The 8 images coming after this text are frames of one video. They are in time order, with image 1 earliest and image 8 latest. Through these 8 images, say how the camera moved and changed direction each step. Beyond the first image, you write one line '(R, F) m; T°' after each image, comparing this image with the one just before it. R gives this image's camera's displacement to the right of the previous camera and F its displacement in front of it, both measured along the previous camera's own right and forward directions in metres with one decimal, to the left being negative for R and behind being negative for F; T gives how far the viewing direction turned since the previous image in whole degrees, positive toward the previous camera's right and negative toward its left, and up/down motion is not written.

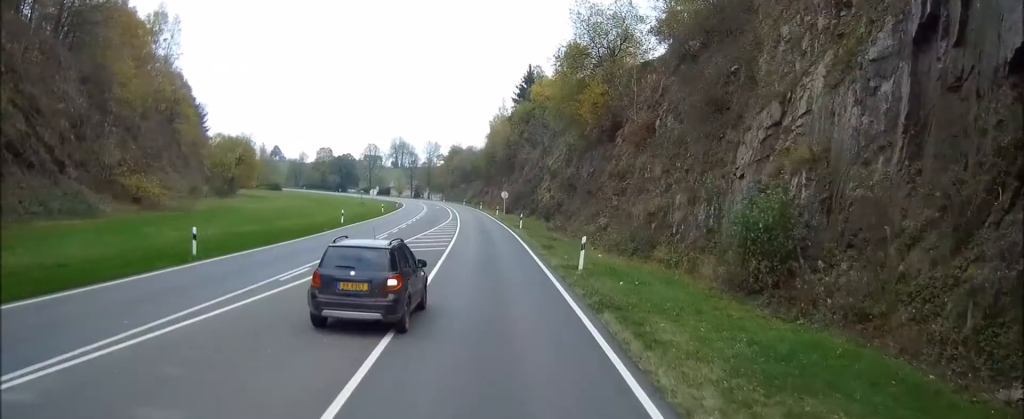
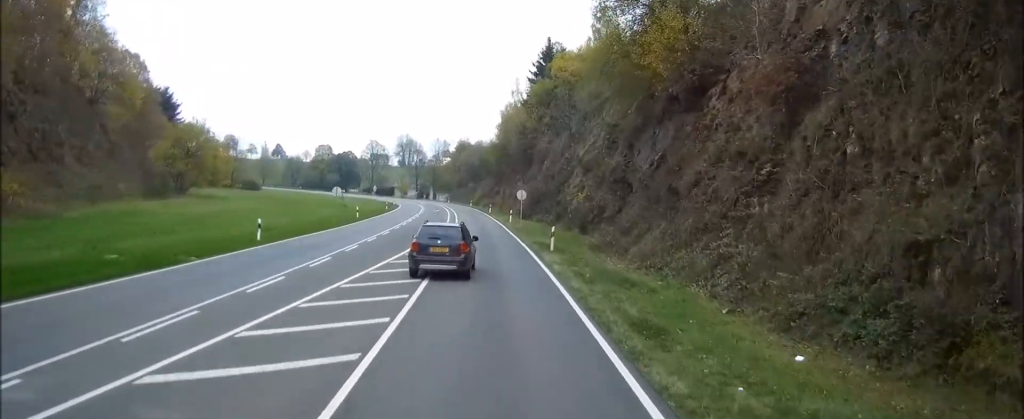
(-0.6, +20.7) m; -2°
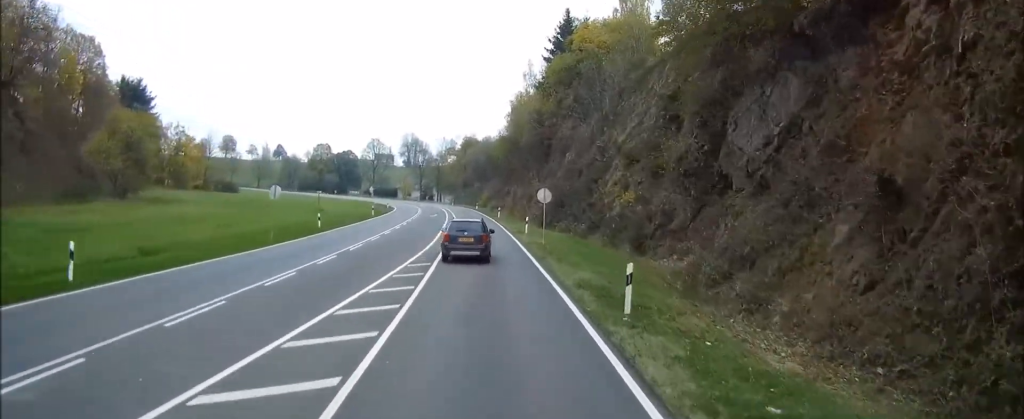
(-0.3, +16.1) m; -1°
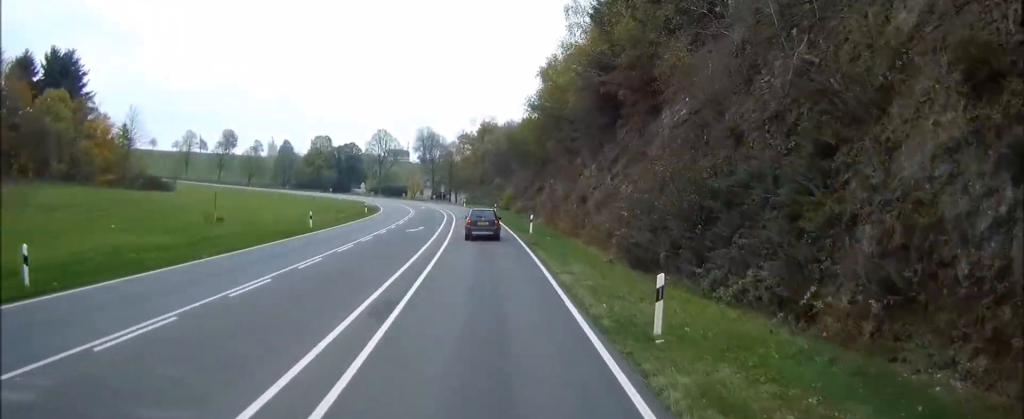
(0.0, +31.8) m; -1°
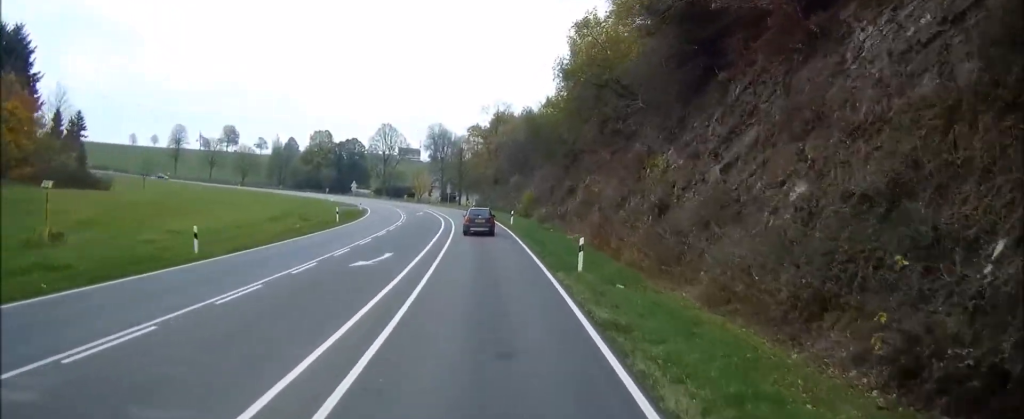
(-0.2, +18.6) m; -1°
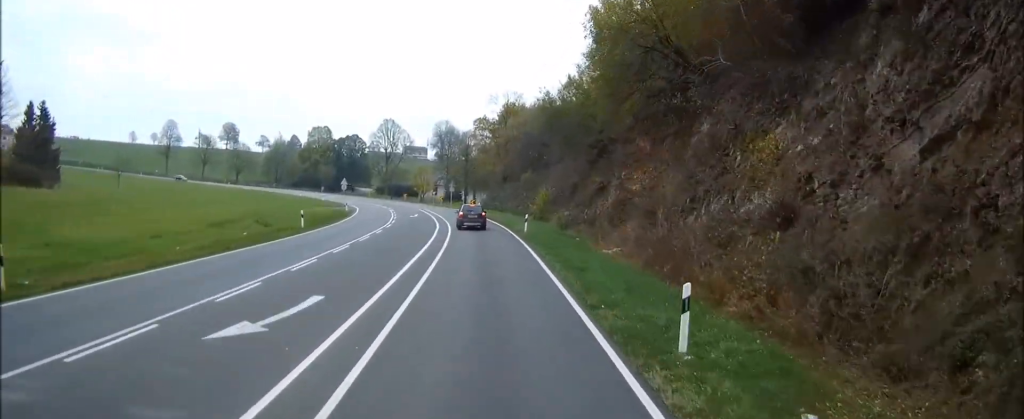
(-0.1, +11.7) m; -2°
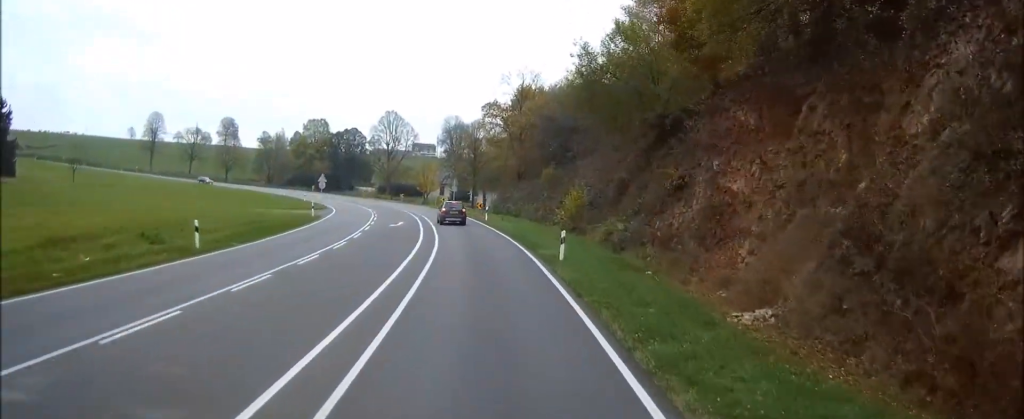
(+0.2, +16.4) m; -8°
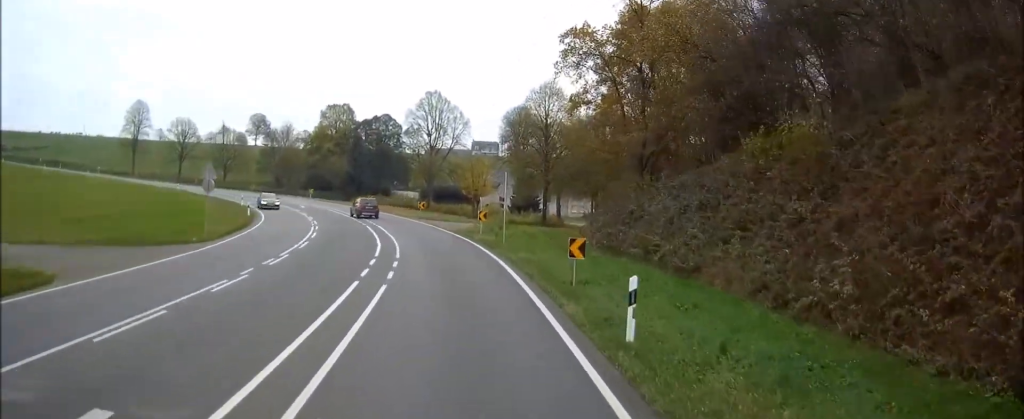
(-7.6, +39.7) m; -13°
